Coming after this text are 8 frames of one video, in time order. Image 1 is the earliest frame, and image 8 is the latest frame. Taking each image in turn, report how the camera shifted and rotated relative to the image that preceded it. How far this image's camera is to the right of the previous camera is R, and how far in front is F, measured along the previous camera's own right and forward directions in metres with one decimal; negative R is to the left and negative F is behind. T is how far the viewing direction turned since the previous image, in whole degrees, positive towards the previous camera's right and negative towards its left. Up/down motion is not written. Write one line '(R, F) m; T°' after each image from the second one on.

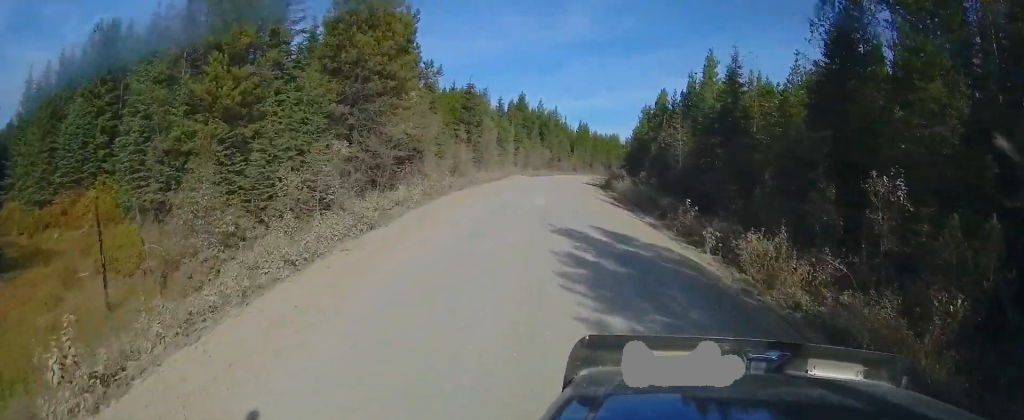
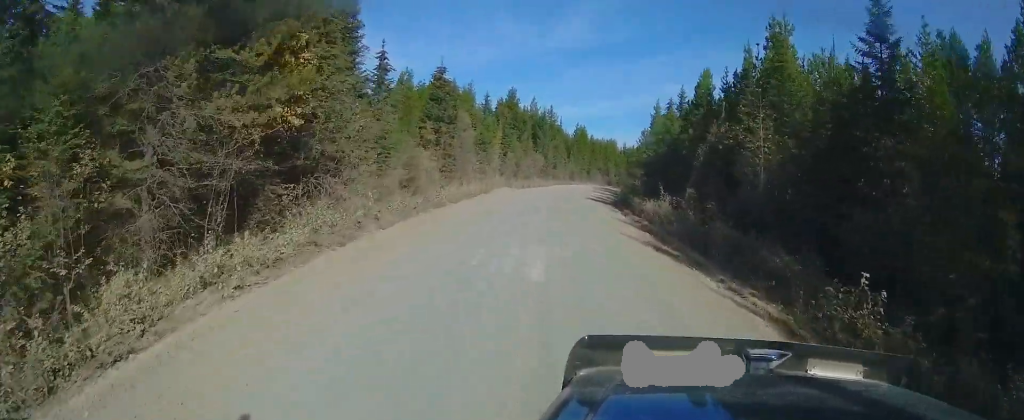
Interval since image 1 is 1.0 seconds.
(0.0, +16.2) m; 0°
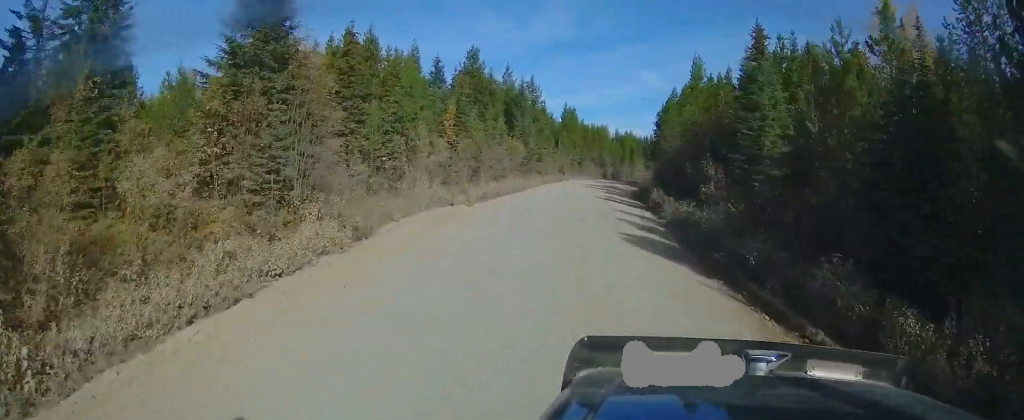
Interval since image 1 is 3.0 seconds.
(+1.2, +30.6) m; +4°
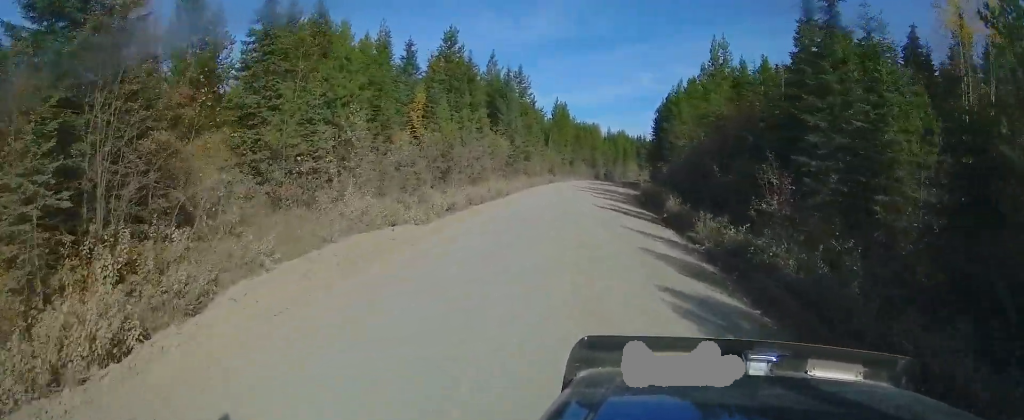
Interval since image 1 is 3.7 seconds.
(0.0, +9.4) m; 0°
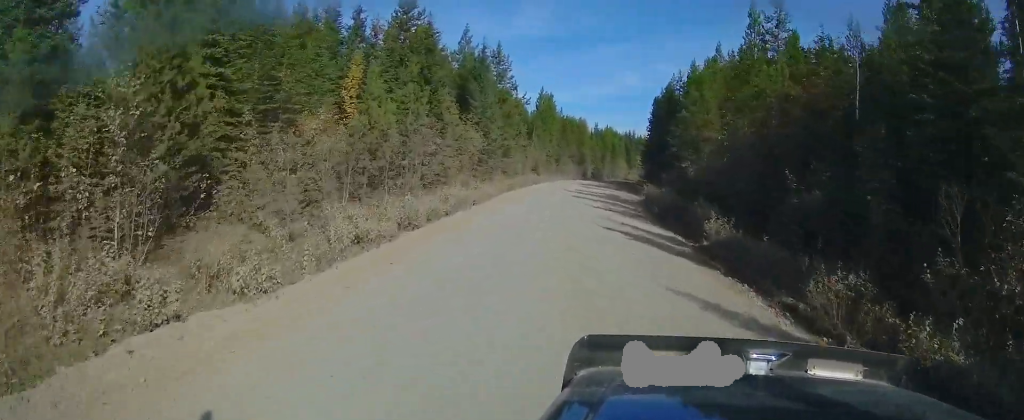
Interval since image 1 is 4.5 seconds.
(-0.1, +12.3) m; 0°
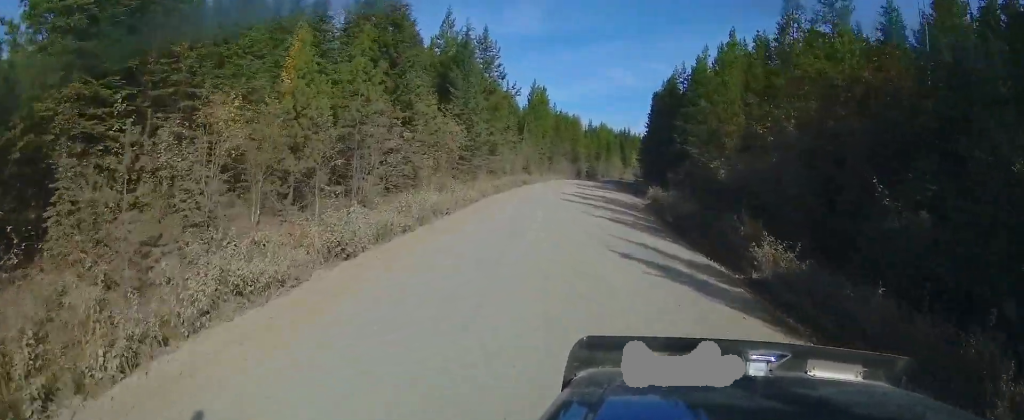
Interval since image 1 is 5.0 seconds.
(+0.1, +6.8) m; +1°
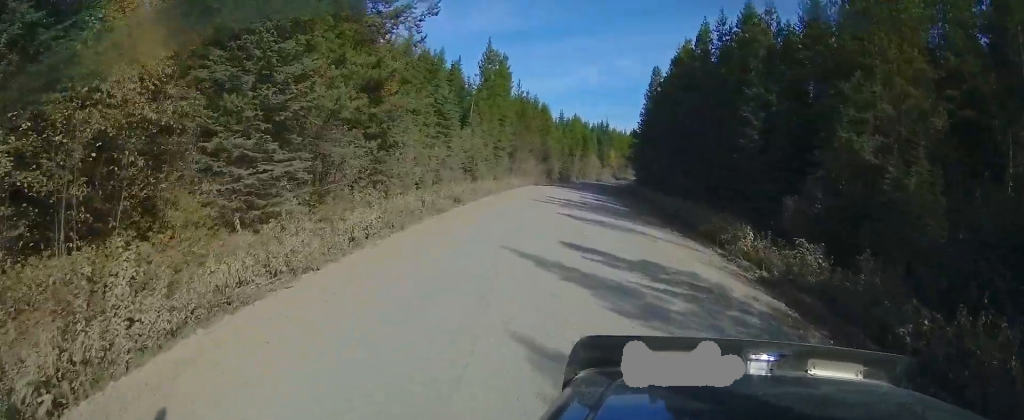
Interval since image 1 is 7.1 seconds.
(+0.3, +31.3) m; +2°
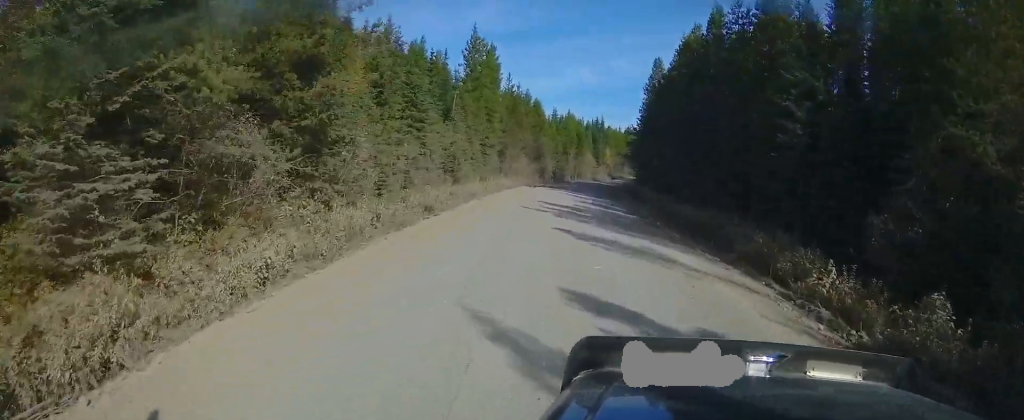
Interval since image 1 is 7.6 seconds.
(+0.1, +6.9) m; +1°
